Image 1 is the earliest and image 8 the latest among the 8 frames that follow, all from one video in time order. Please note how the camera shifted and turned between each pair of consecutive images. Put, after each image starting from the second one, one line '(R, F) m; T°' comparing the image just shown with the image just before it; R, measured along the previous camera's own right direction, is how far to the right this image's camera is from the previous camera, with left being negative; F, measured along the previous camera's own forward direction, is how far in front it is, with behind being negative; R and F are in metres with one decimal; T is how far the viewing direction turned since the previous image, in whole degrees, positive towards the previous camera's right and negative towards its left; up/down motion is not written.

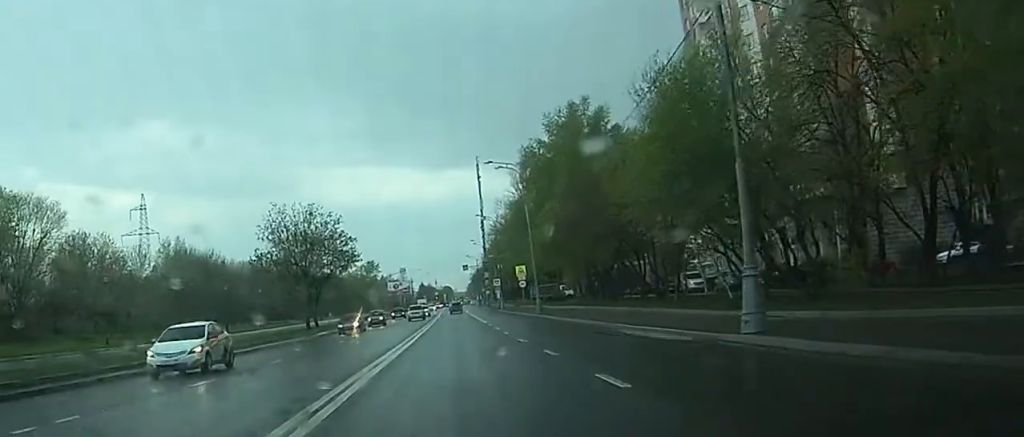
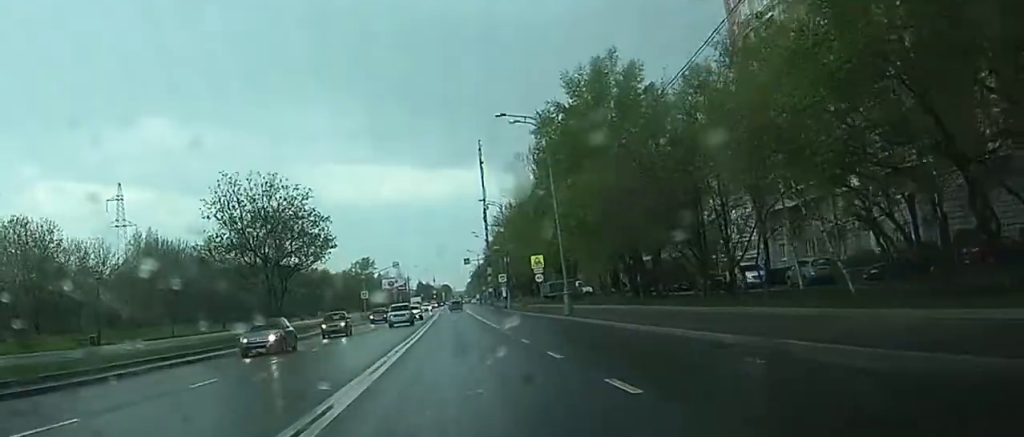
(-0.4, +16.9) m; -1°
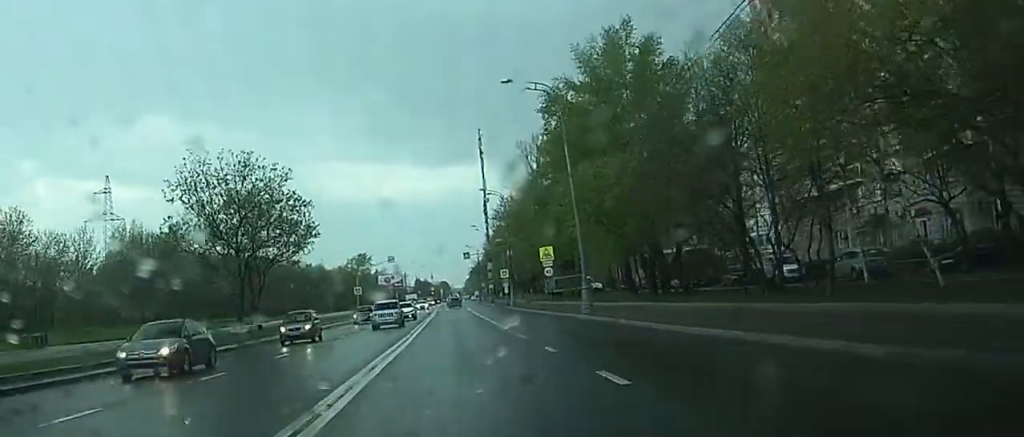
(+0.1, +7.8) m; 0°
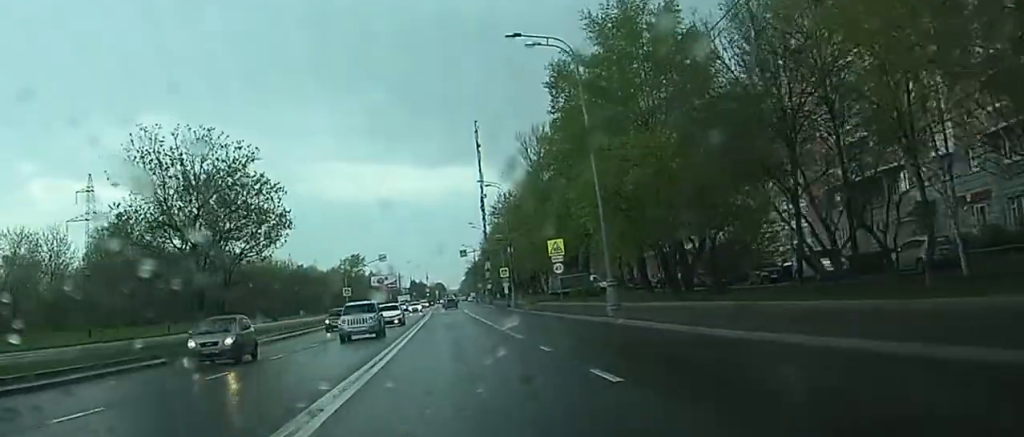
(0.0, +8.5) m; 0°
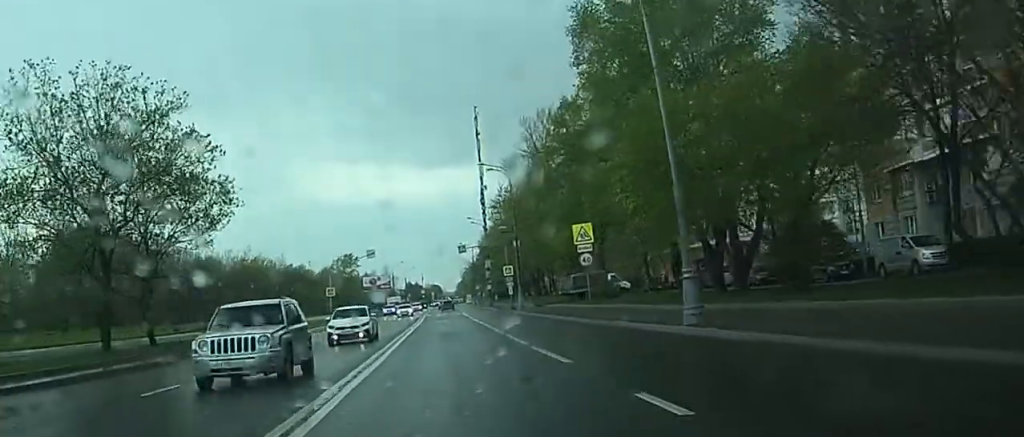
(-0.1, +13.5) m; 0°
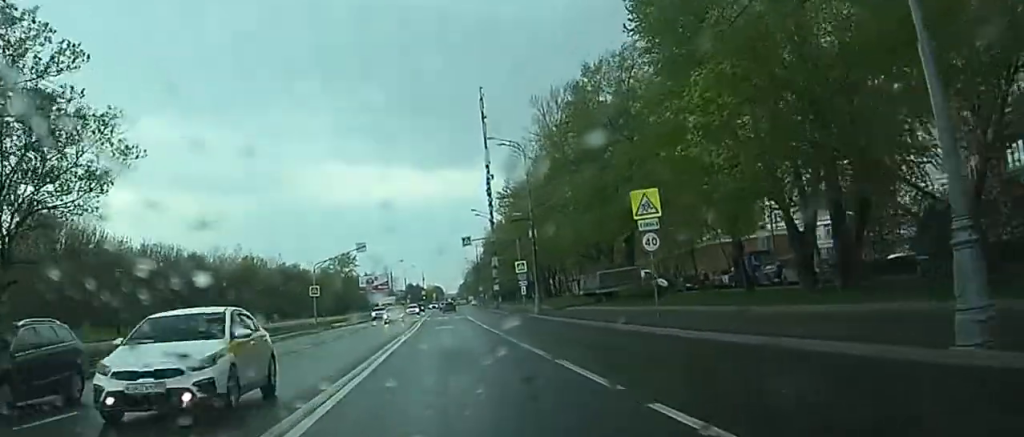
(0.0, +14.6) m; 0°
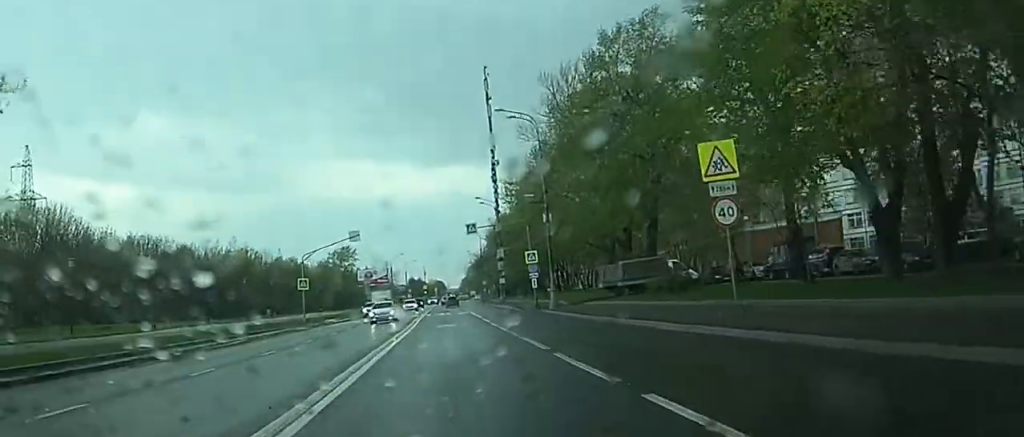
(0.0, +7.9) m; 0°
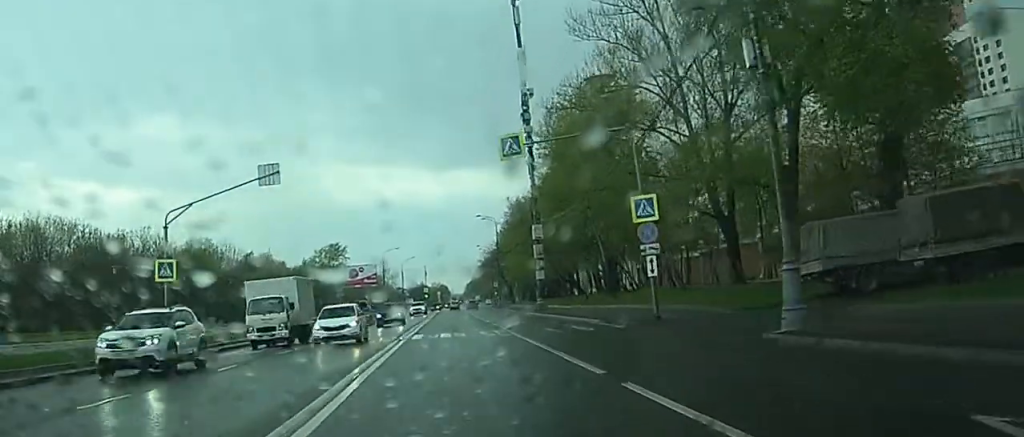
(+0.2, +33.7) m; +1°
